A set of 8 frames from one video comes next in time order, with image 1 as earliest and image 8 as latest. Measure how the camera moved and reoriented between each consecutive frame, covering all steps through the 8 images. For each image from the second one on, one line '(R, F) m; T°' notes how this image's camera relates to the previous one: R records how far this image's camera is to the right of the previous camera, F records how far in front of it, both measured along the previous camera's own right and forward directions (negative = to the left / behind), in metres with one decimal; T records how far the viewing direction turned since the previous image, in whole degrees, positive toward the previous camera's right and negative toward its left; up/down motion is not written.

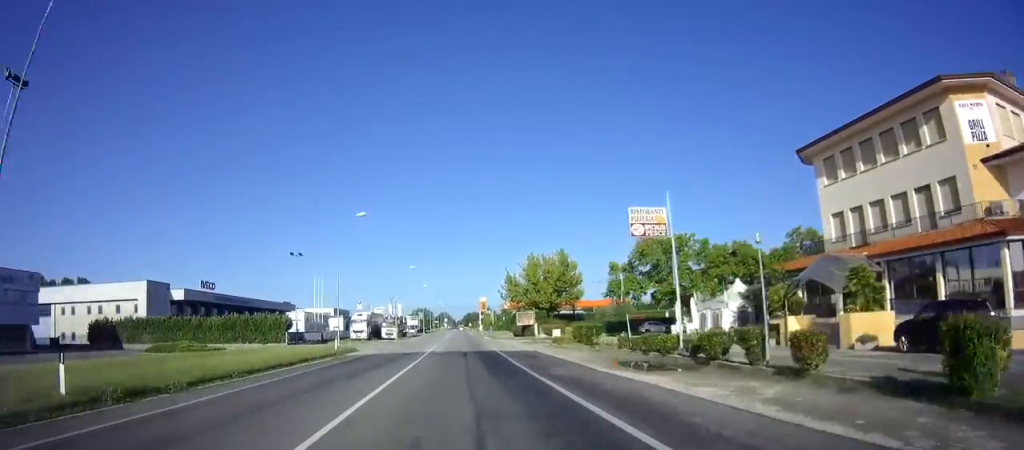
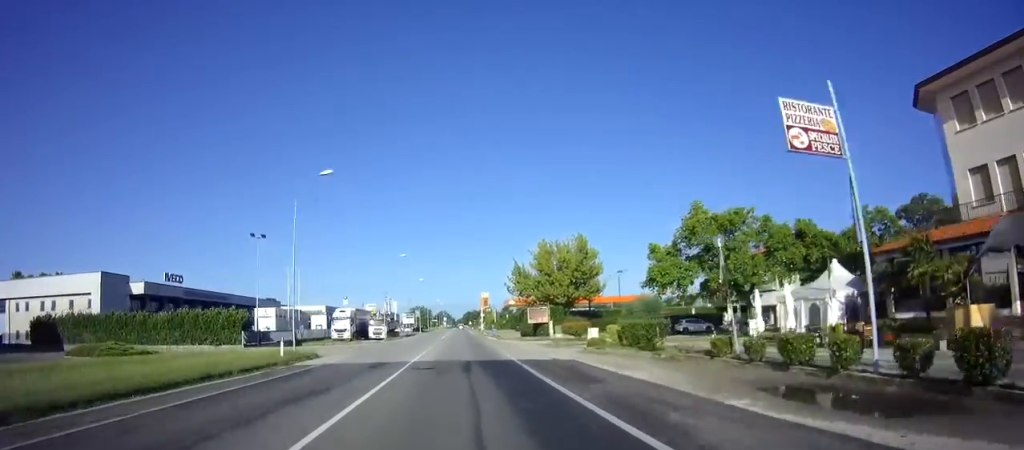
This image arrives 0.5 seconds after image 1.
(-0.2, +11.5) m; 0°
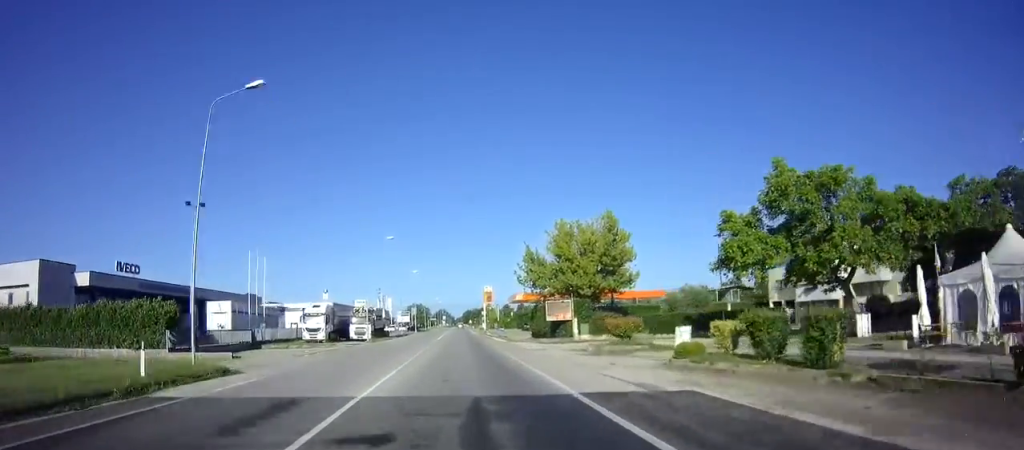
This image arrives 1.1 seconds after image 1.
(+0.3, +11.5) m; +1°
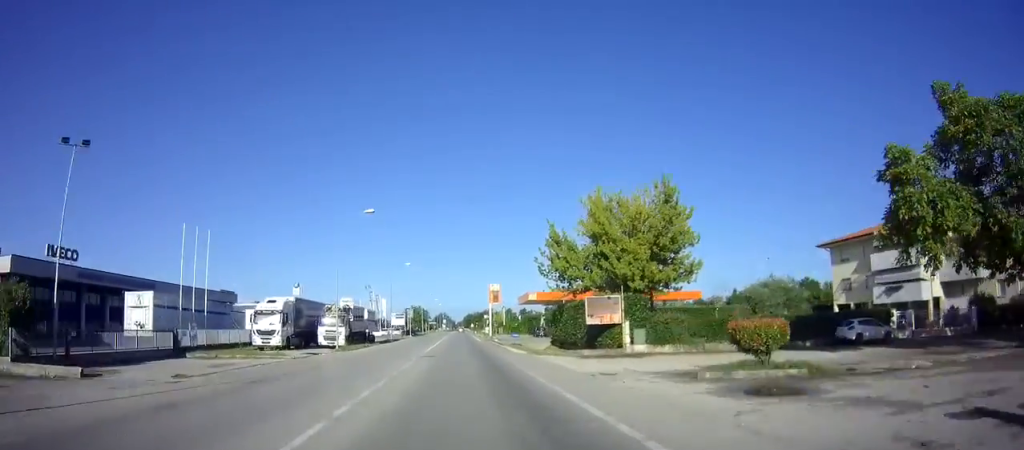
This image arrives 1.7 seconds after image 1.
(+0.1, +12.9) m; +1°
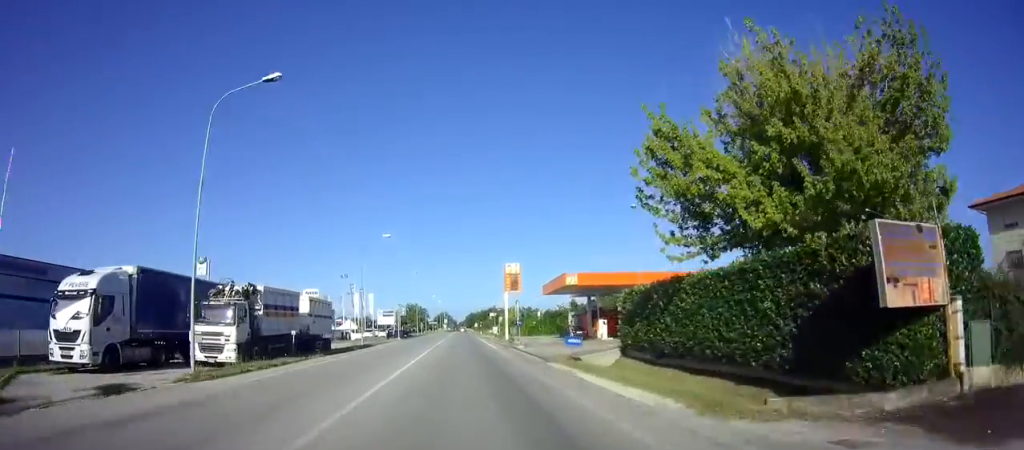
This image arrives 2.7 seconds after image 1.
(0.0, +21.6) m; 0°
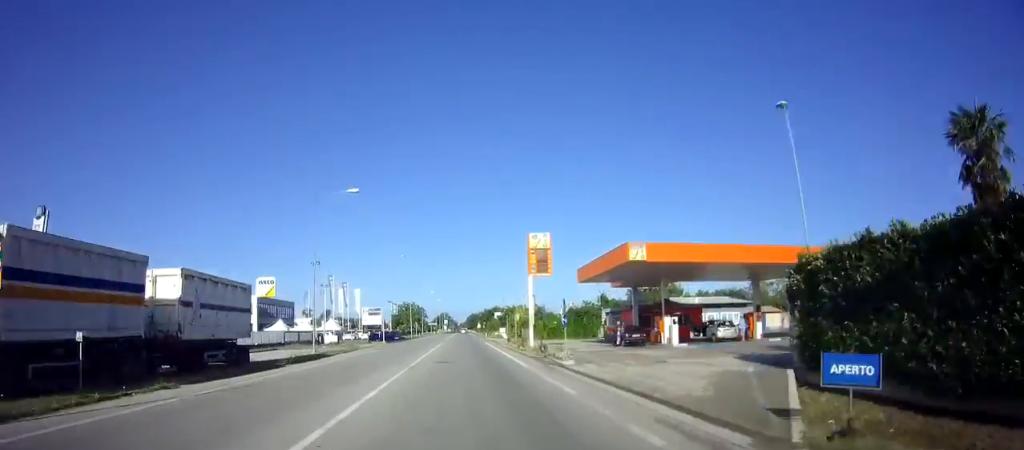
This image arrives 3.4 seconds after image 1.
(0.0, +15.9) m; -1°
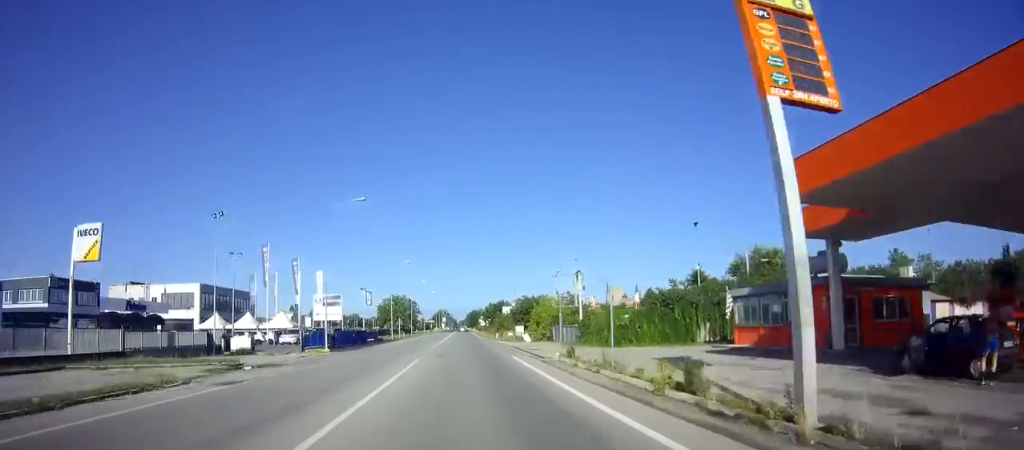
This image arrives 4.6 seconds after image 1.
(-0.4, +26.7) m; 0°
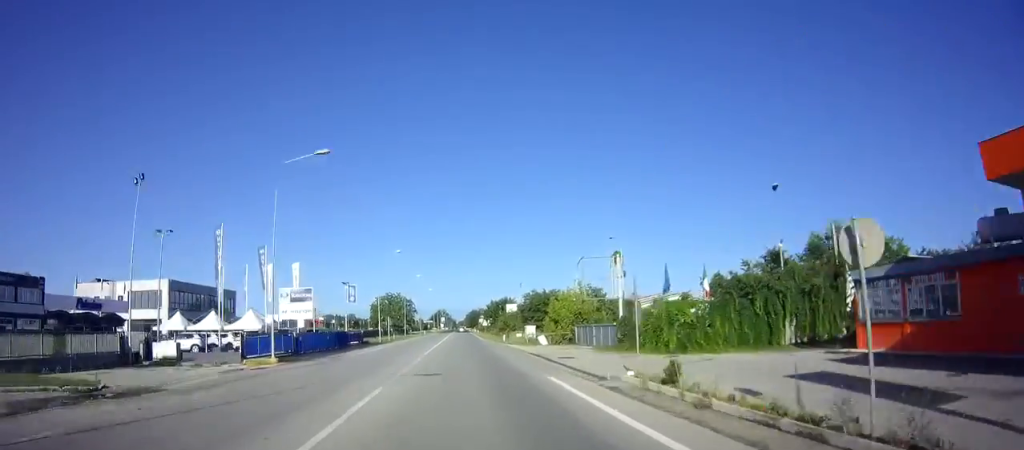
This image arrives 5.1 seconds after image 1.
(+0.2, +10.2) m; +1°
